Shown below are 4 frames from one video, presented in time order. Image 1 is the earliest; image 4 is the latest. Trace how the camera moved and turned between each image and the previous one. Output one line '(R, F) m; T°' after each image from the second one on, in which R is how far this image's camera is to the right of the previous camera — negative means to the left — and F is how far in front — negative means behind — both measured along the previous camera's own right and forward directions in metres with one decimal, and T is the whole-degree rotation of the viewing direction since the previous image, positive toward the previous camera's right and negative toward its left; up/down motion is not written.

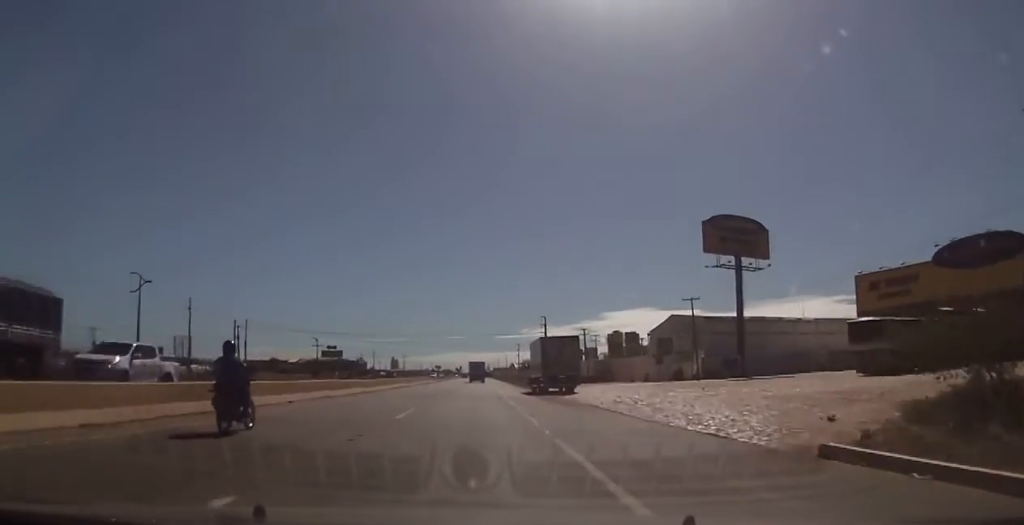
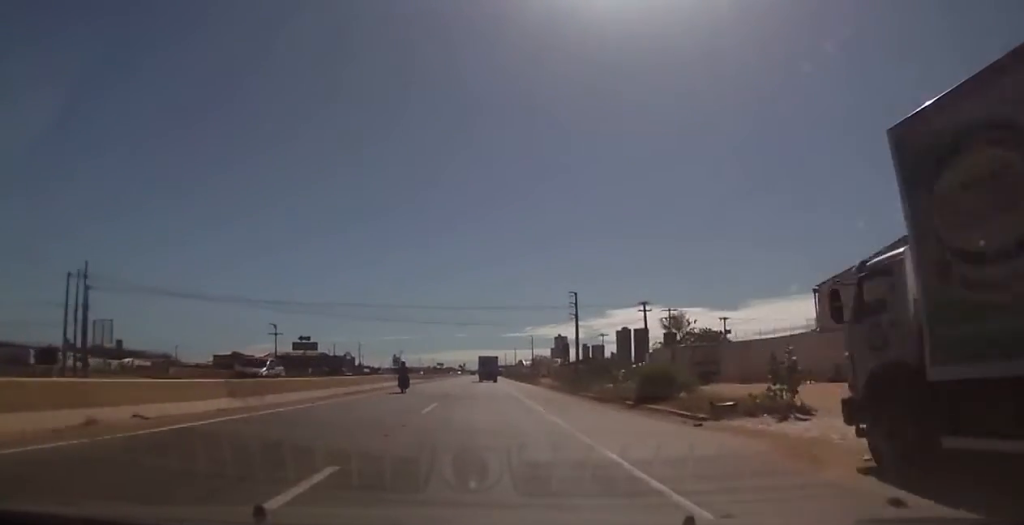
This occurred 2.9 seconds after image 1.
(-0.2, +50.0) m; 0°
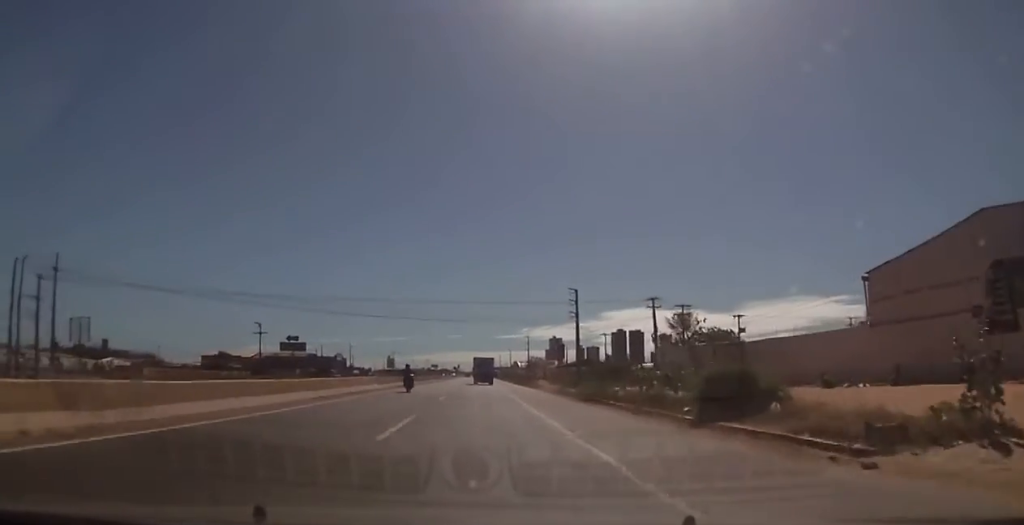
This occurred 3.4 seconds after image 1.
(0.0, +8.3) m; +1°
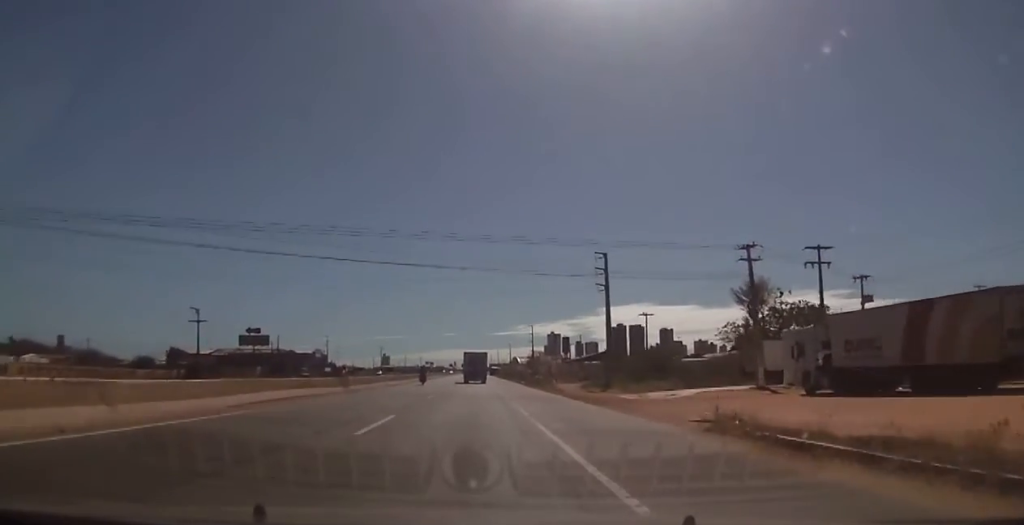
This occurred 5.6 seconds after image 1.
(-0.4, +36.4) m; -1°
